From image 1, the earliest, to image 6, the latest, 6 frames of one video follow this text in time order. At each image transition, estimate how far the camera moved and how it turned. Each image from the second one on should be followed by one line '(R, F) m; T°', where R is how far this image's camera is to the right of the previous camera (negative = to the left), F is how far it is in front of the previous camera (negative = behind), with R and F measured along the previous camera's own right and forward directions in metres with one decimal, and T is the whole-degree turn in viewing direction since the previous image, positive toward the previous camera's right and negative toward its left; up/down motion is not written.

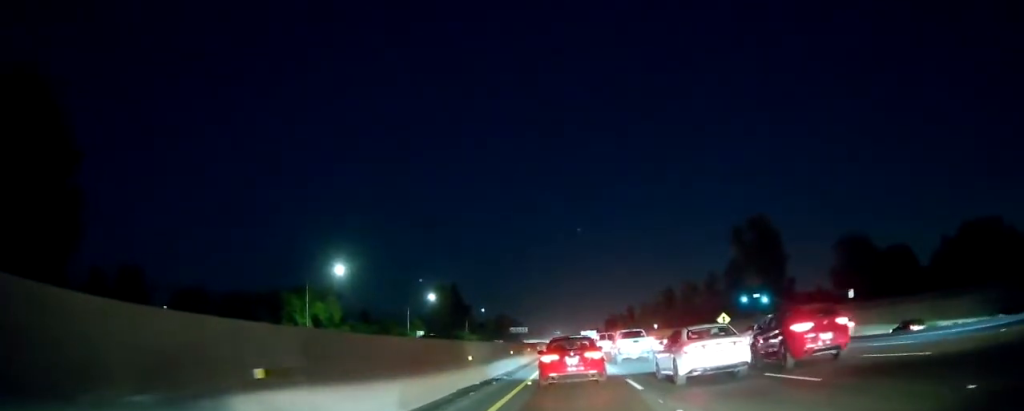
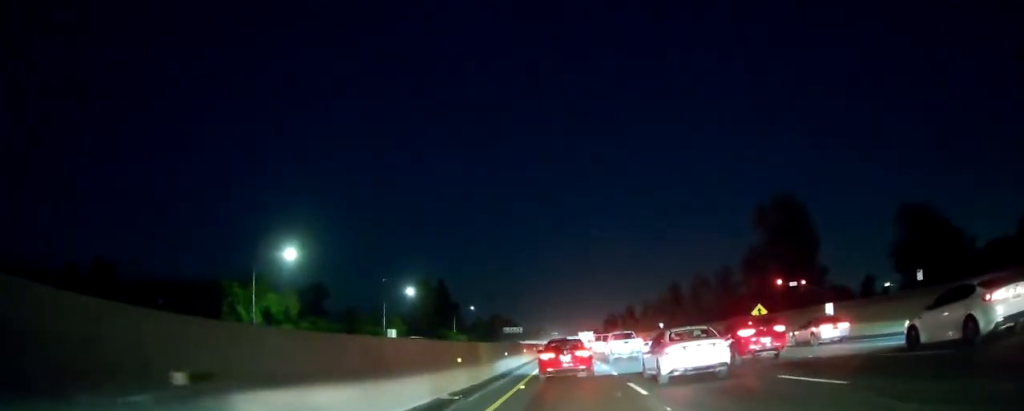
(+0.3, +14.1) m; -1°
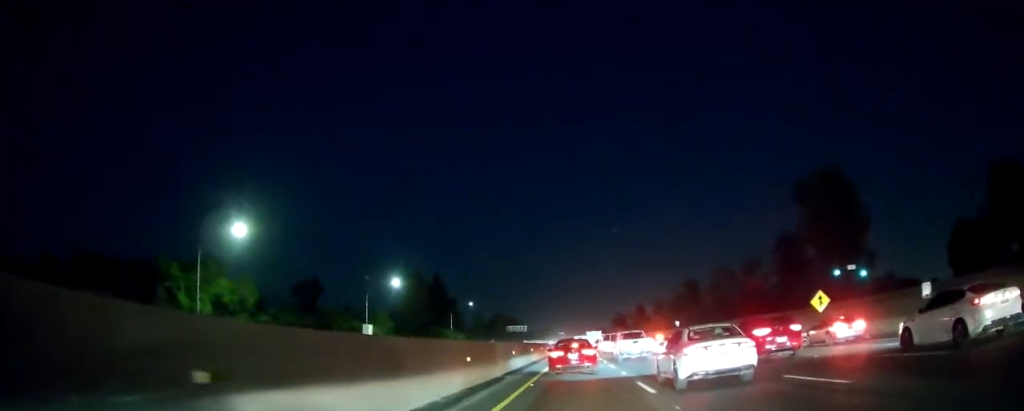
(-0.3, +13.0) m; +1°
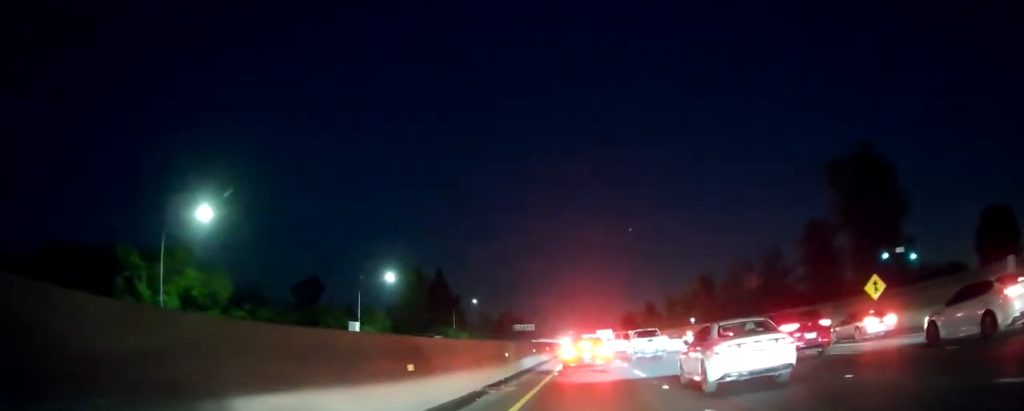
(+0.2, +7.8) m; 0°
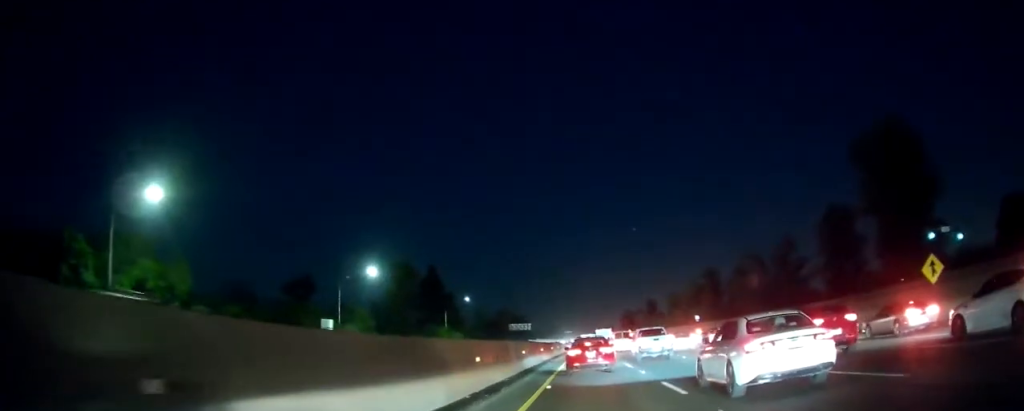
(-0.1, +7.6) m; -1°
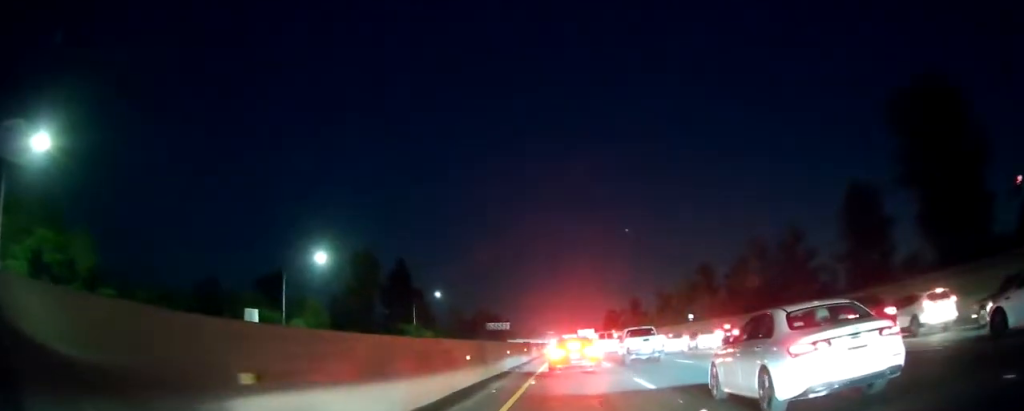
(0.0, +12.9) m; +2°
